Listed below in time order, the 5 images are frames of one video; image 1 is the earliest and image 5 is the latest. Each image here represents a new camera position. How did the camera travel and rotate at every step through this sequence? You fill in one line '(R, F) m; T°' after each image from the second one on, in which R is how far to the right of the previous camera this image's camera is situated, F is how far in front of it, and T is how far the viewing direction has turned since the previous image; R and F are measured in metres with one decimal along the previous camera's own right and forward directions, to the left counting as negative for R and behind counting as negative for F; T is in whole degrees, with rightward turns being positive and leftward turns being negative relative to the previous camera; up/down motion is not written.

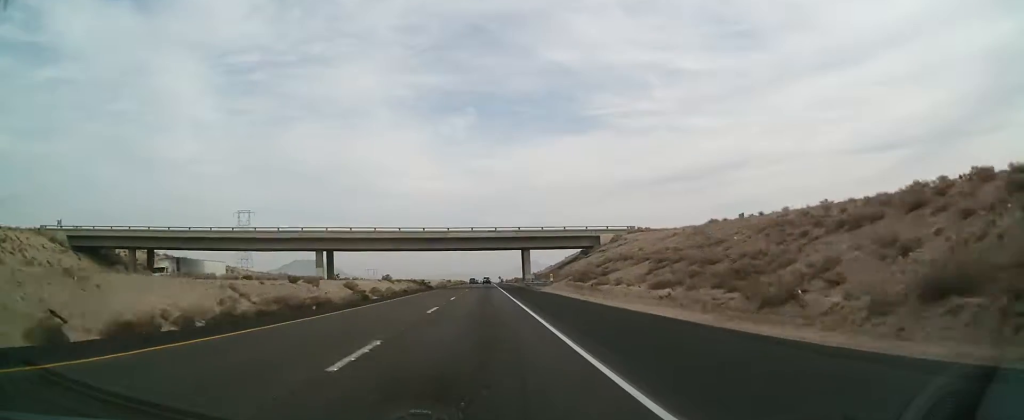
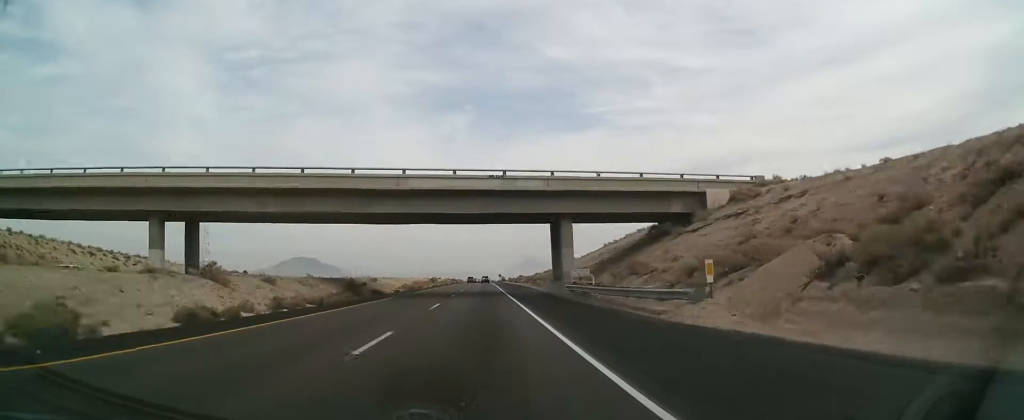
(-0.3, +41.7) m; -1°
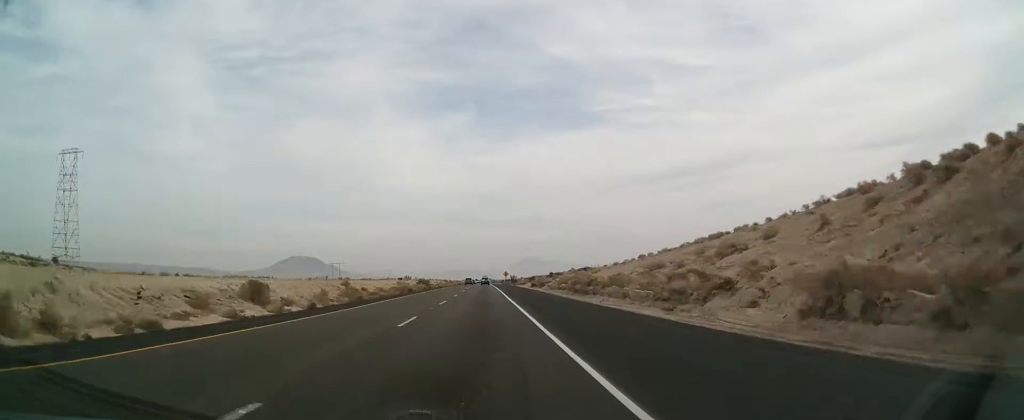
(-0.2, +80.5) m; 0°
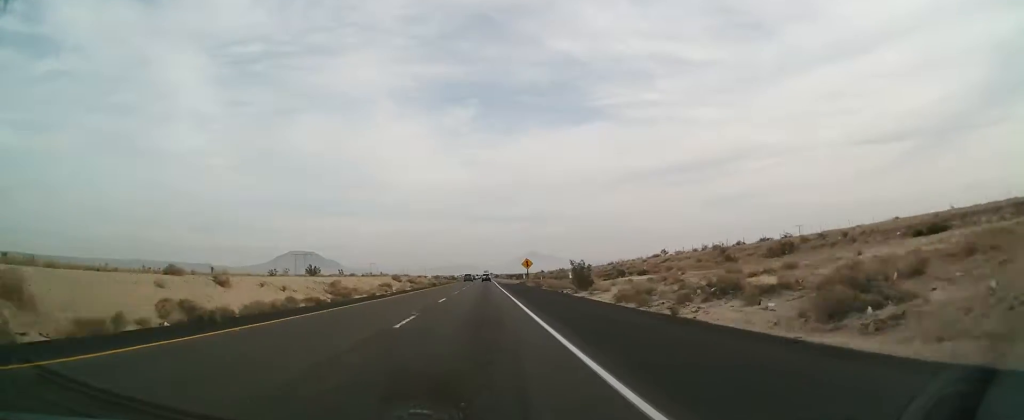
(+0.9, +88.6) m; +1°
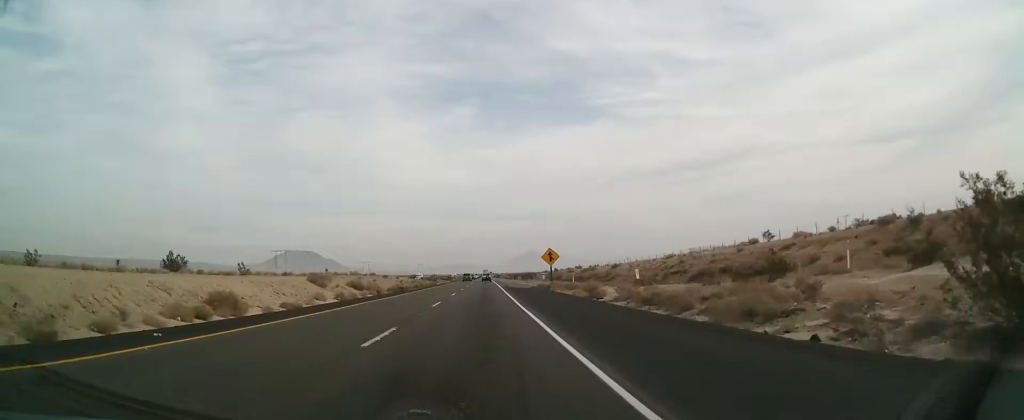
(+0.1, +33.6) m; 0°
